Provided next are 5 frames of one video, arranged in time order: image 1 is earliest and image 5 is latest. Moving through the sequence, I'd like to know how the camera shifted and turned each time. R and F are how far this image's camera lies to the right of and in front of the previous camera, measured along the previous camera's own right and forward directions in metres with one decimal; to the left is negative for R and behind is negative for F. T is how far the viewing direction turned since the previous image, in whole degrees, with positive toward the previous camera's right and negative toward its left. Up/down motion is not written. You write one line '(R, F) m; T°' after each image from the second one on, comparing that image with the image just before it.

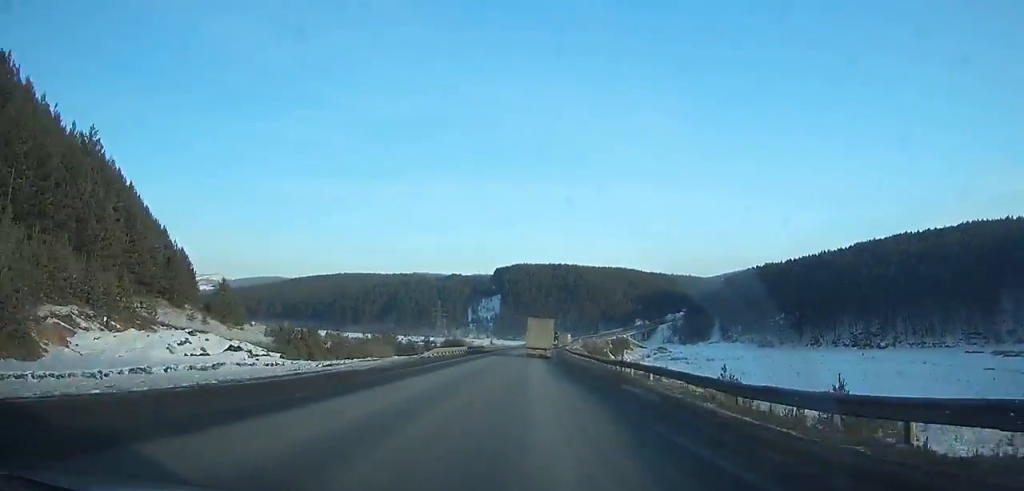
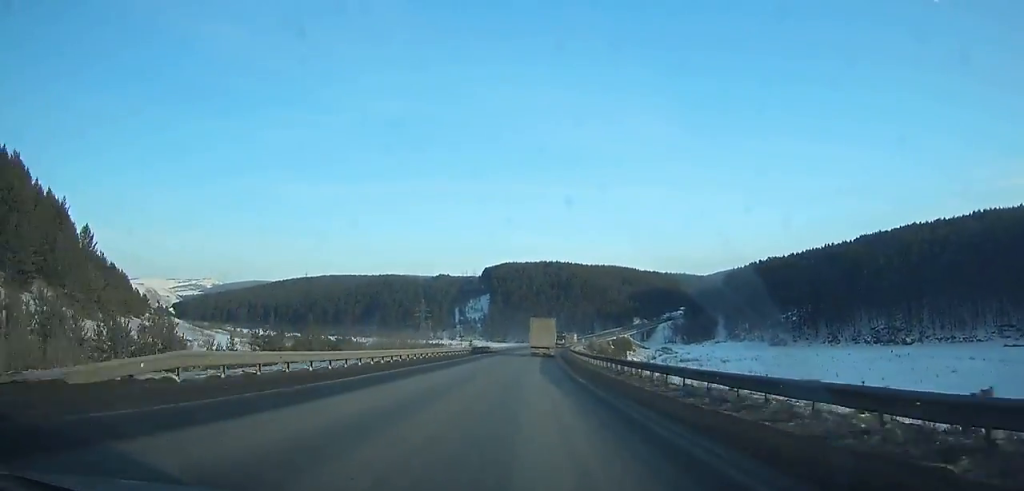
(0.0, +31.4) m; +1°
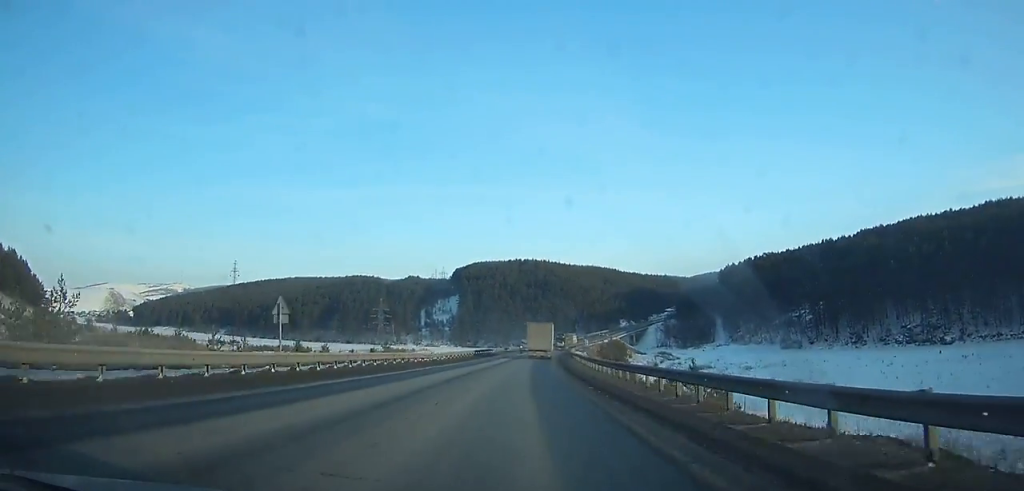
(+1.2, +51.4) m; +2°
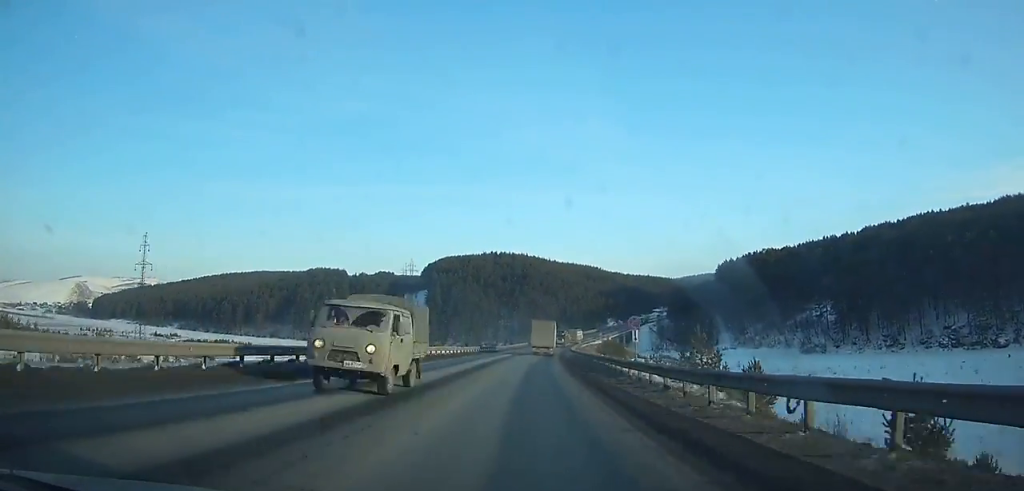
(+0.6, +49.6) m; +2°
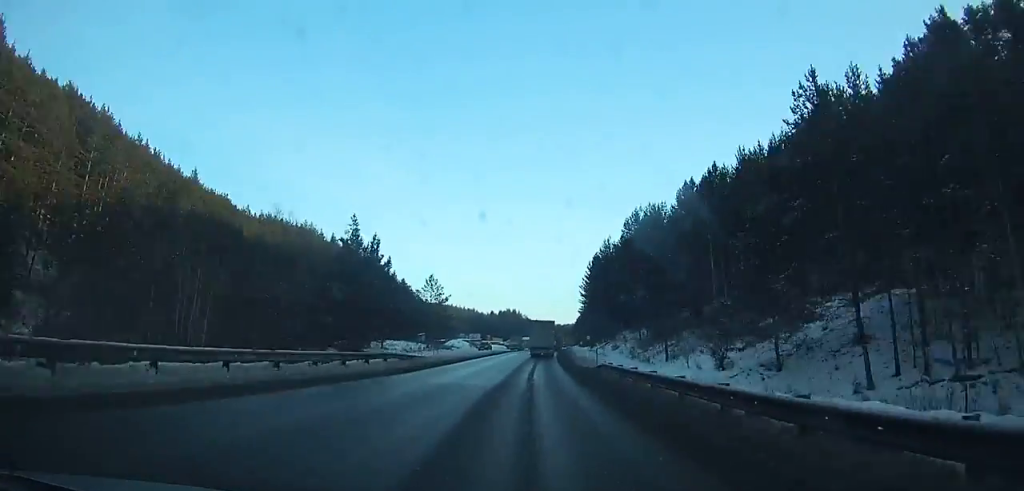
(+77.0, +369.0) m; +23°
